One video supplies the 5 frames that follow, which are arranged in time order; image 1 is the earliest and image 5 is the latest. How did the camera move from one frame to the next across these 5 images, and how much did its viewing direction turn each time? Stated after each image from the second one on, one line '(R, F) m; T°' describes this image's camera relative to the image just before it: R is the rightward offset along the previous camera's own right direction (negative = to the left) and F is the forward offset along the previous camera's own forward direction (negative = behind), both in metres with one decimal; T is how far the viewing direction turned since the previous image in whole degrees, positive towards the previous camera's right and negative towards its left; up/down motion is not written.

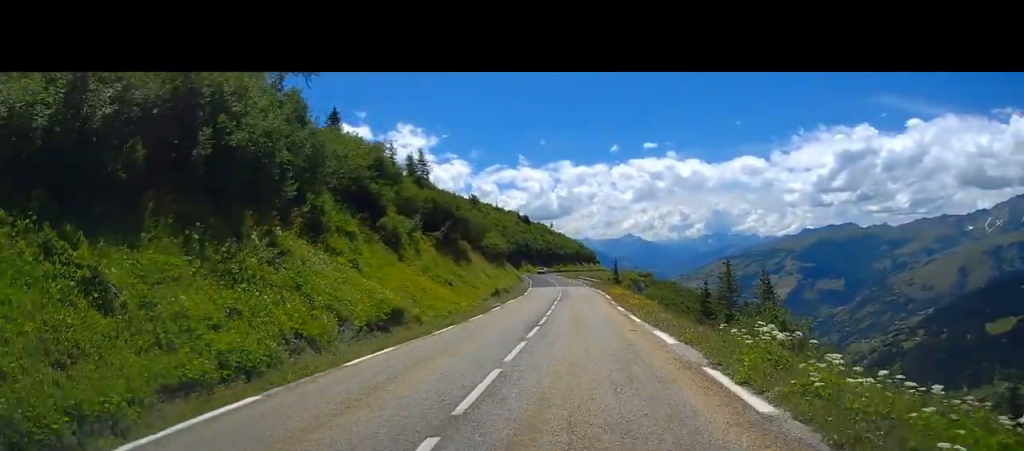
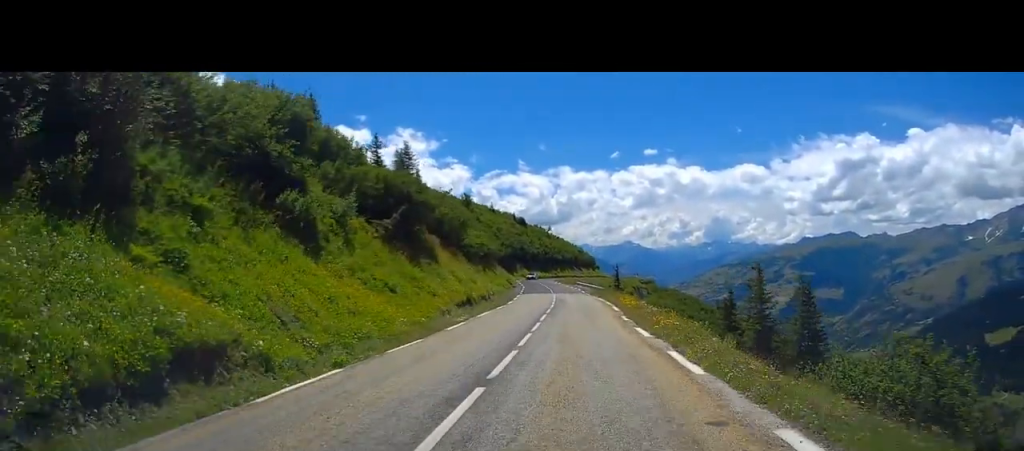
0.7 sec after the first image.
(-0.2, +9.8) m; -1°
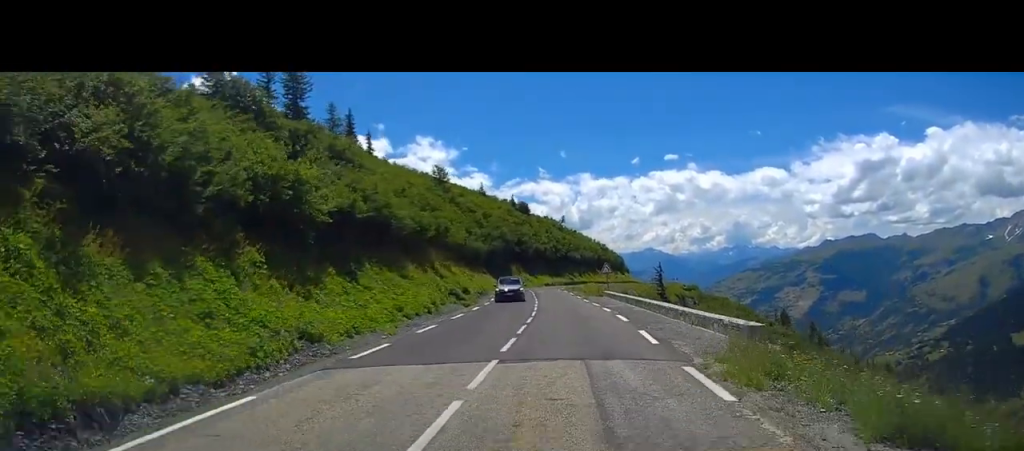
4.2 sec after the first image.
(-0.4, +47.5) m; -2°
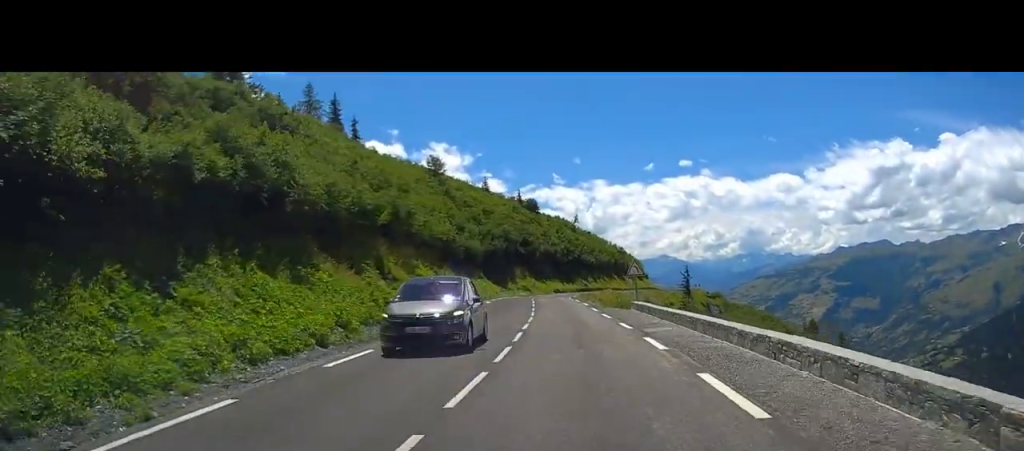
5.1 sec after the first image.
(-0.1, +13.5) m; -2°
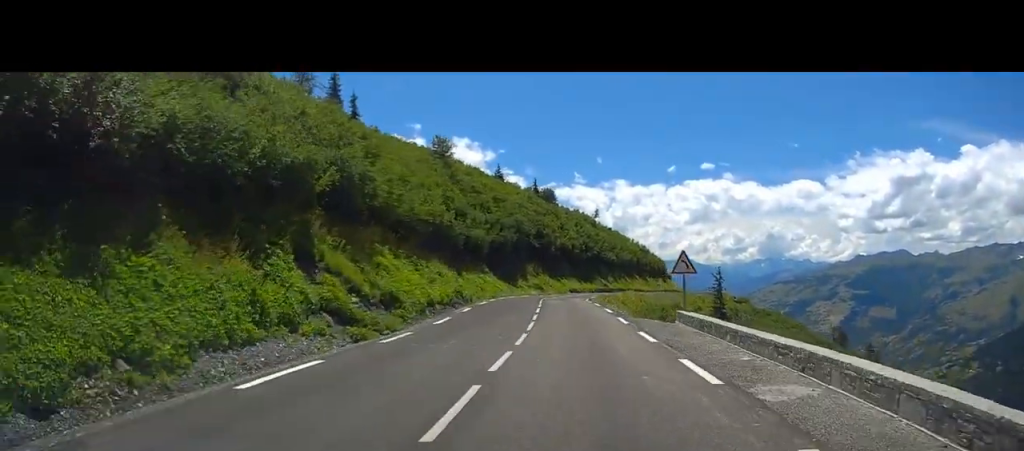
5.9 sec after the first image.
(-0.3, +9.9) m; -2°
